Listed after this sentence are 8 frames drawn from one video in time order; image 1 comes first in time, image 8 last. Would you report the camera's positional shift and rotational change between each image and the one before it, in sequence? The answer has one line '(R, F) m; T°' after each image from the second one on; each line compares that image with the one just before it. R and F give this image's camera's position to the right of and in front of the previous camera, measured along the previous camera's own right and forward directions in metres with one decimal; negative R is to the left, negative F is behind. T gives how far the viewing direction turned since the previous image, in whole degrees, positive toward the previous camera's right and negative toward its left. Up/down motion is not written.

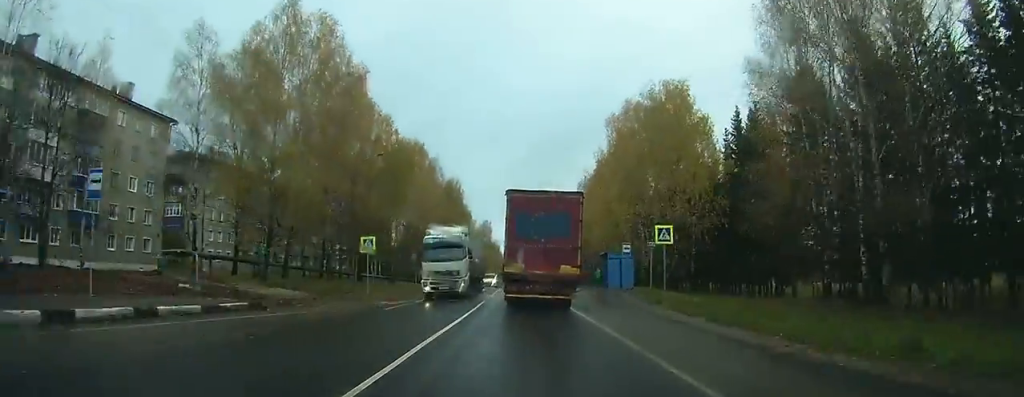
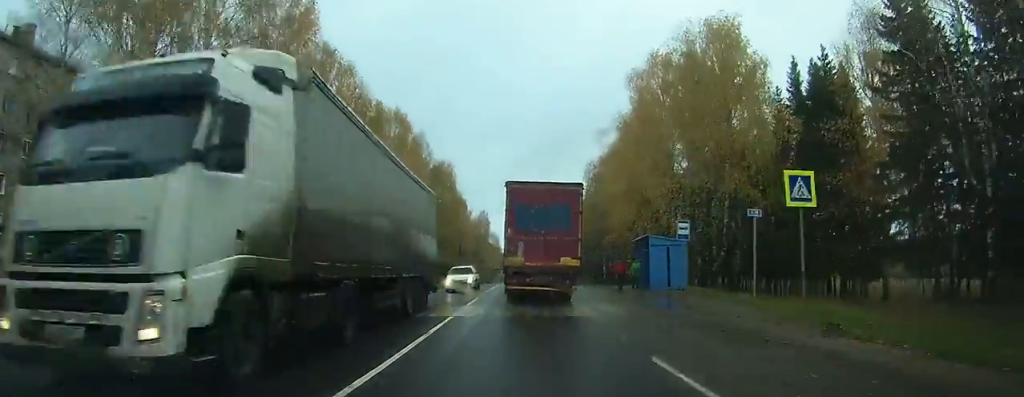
(0.0, +15.1) m; 0°
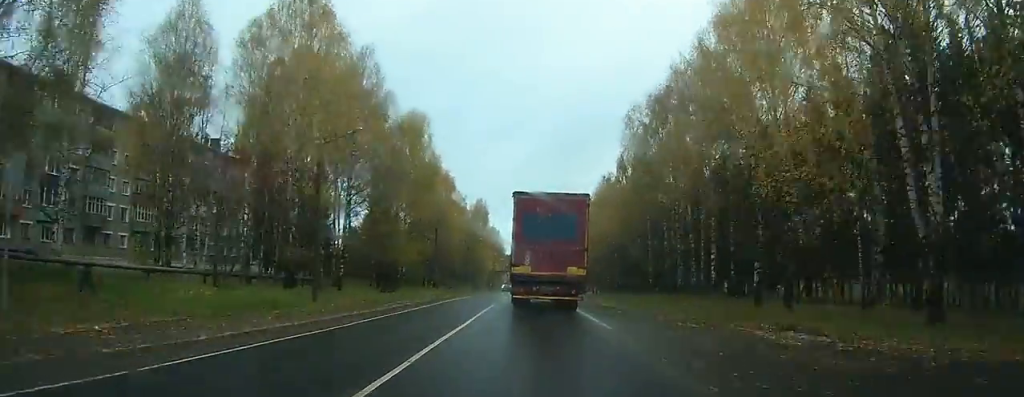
(-0.1, +37.1) m; 0°
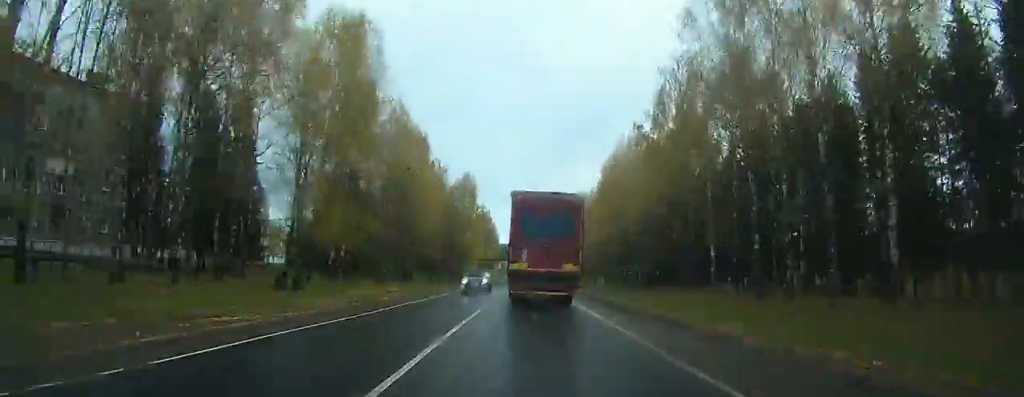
(+0.1, +26.9) m; 0°
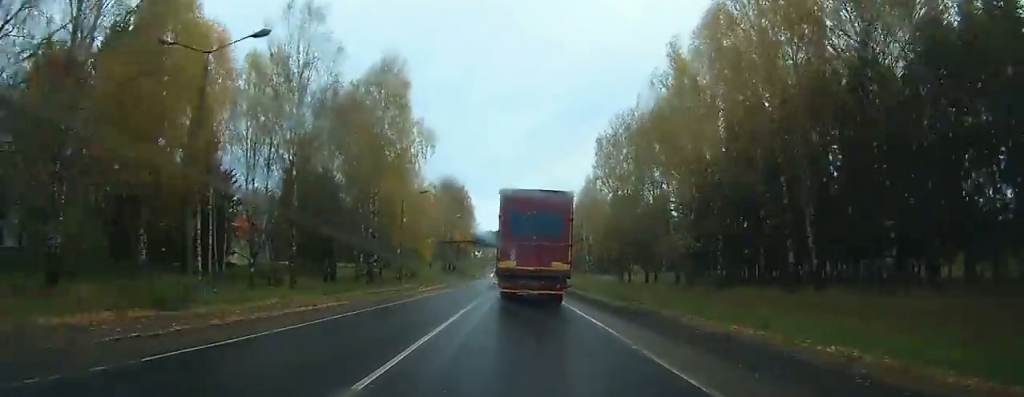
(+0.3, +64.1) m; 0°
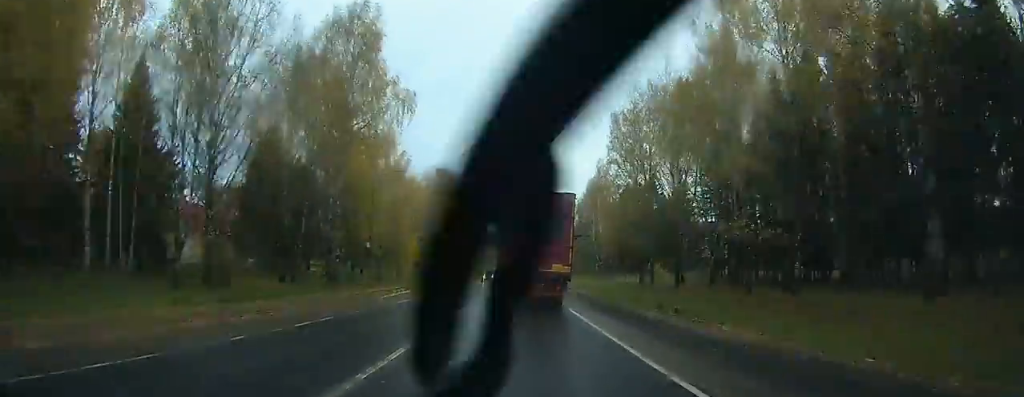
(+0.1, +12.6) m; 0°
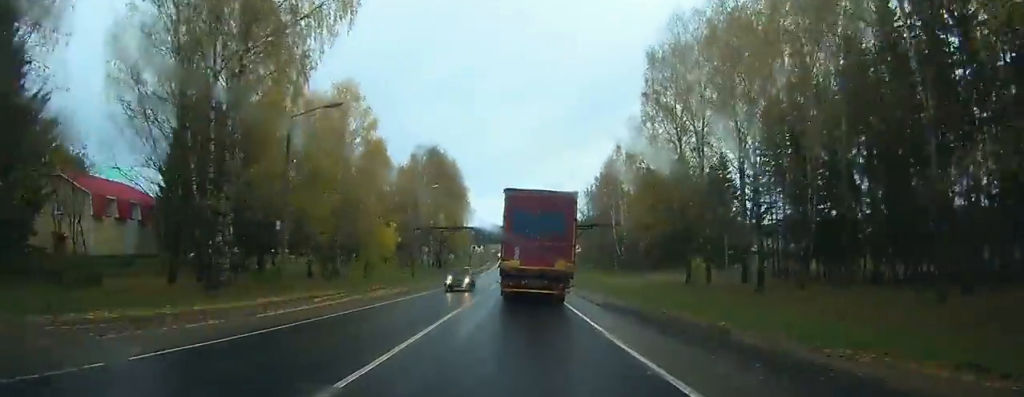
(-0.1, +18.7) m; 0°
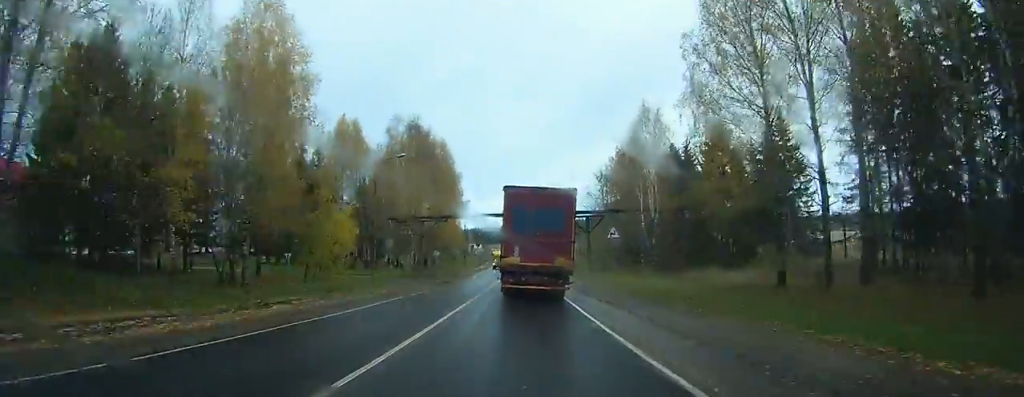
(0.0, +18.8) m; 0°
